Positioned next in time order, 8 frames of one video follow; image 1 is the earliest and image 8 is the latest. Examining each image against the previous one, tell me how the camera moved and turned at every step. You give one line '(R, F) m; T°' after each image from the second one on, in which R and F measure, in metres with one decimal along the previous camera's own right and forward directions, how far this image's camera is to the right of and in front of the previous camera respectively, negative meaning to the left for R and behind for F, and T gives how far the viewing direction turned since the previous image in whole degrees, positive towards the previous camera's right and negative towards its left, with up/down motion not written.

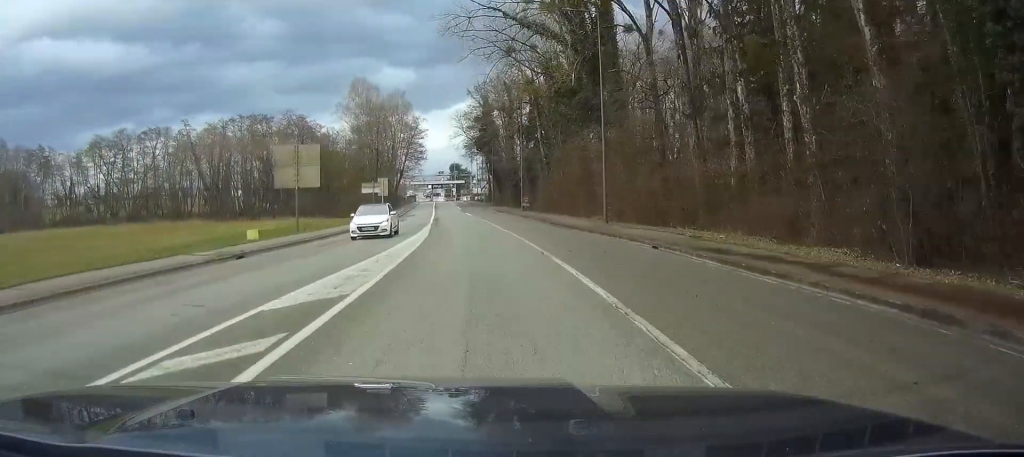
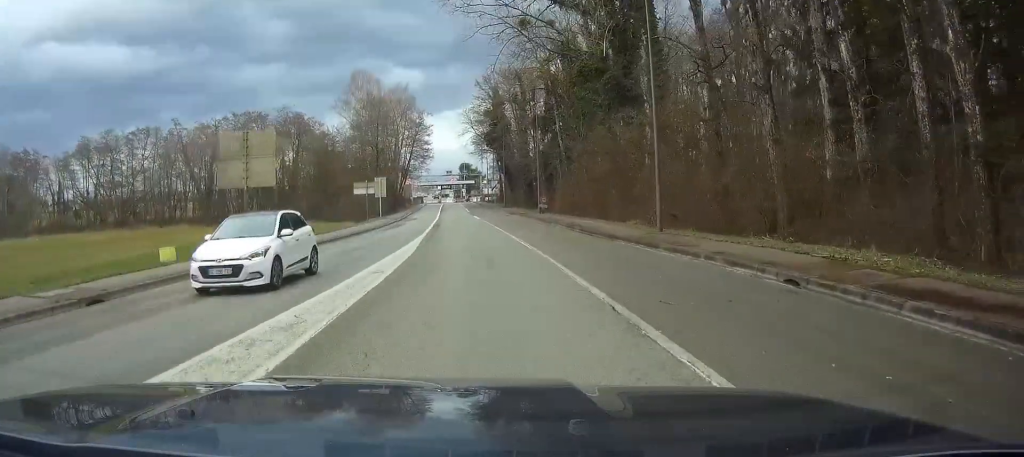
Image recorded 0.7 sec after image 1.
(-0.3, +10.3) m; -2°
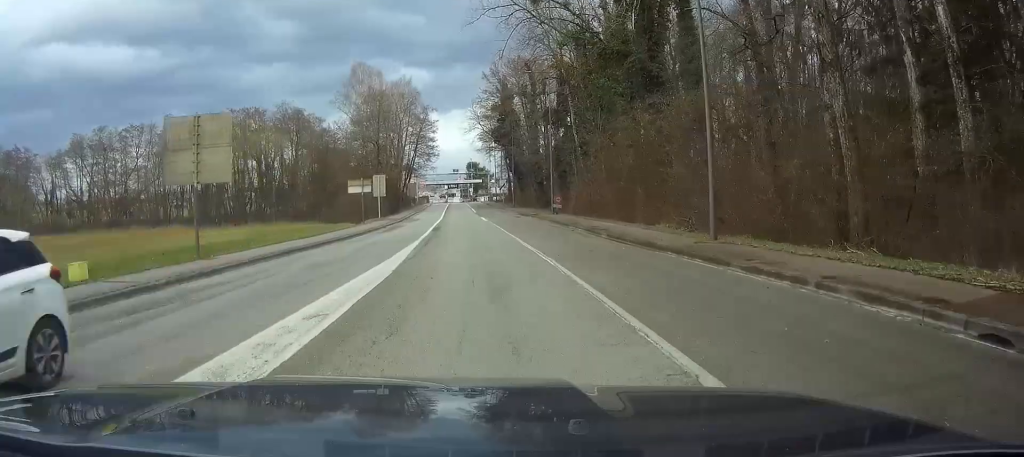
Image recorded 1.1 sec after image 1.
(0.0, +6.2) m; -1°
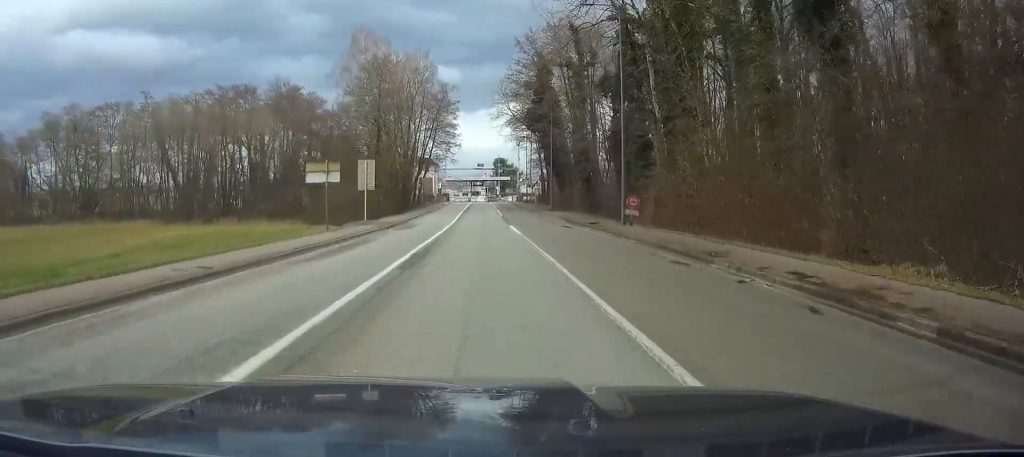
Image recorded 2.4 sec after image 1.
(-0.2, +22.1) m; -1°
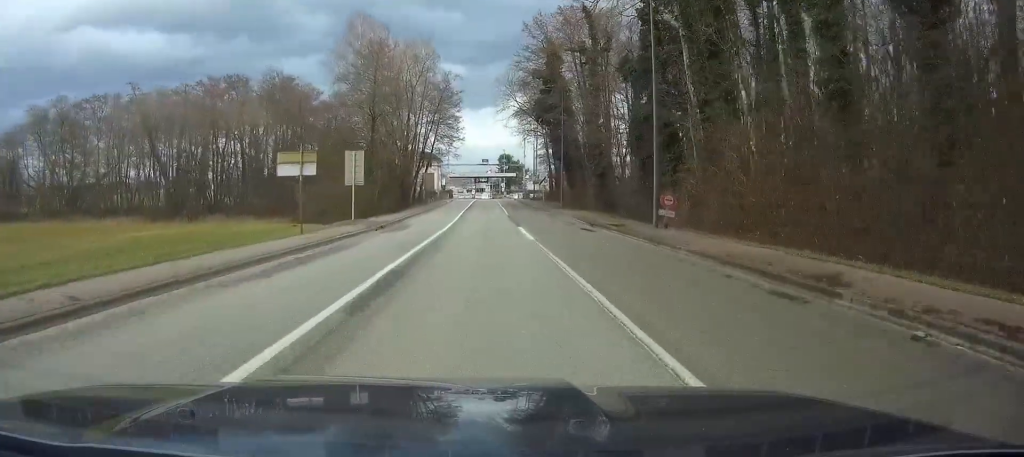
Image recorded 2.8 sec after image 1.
(+0.1, +6.8) m; 0°
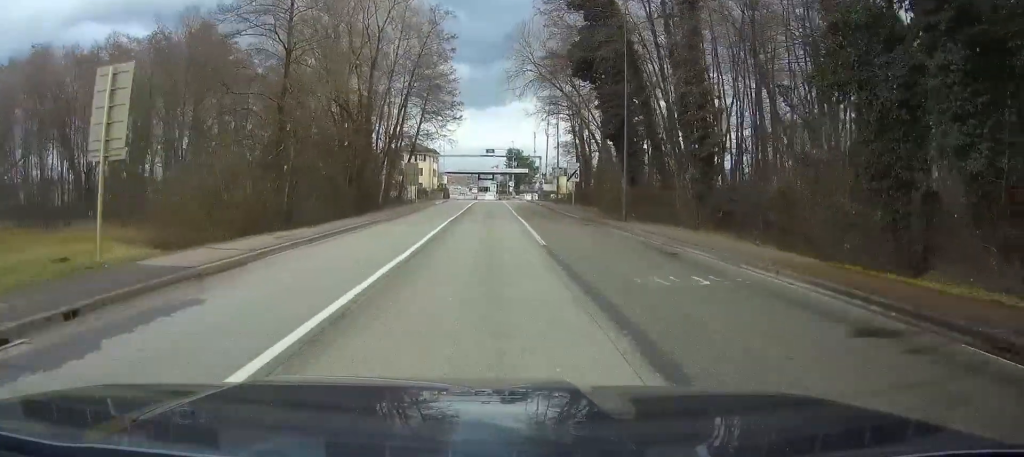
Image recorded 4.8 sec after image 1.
(-0.9, +29.2) m; -1°
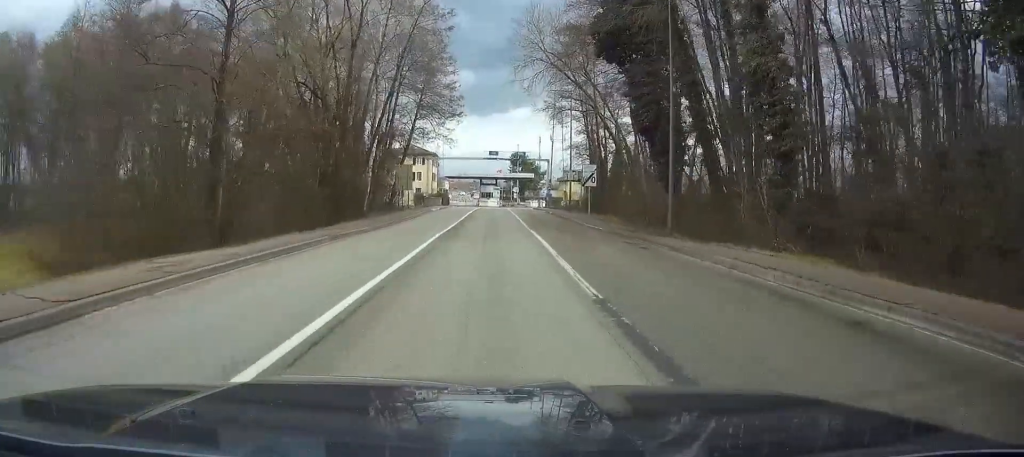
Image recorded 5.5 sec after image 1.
(+0.1, +8.2) m; +1°
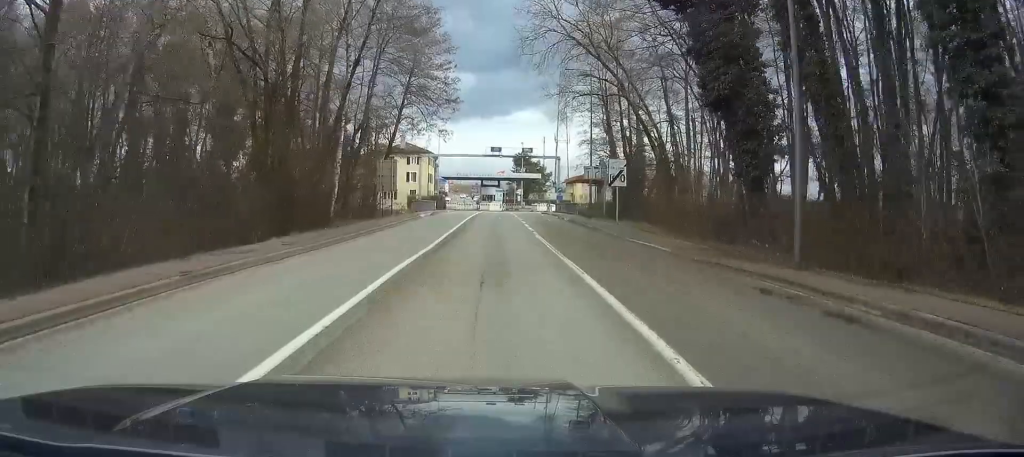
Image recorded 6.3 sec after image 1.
(+0.2, +11.8) m; +2°
